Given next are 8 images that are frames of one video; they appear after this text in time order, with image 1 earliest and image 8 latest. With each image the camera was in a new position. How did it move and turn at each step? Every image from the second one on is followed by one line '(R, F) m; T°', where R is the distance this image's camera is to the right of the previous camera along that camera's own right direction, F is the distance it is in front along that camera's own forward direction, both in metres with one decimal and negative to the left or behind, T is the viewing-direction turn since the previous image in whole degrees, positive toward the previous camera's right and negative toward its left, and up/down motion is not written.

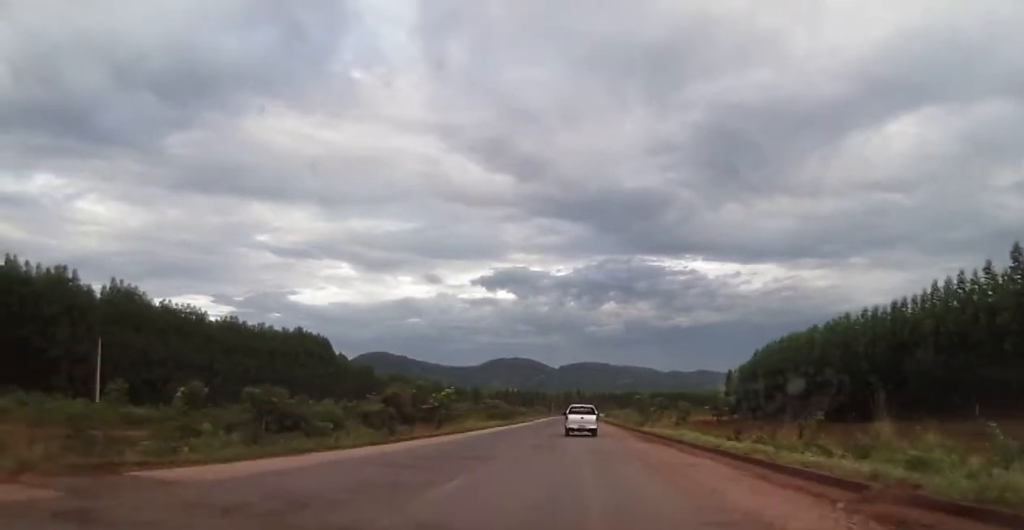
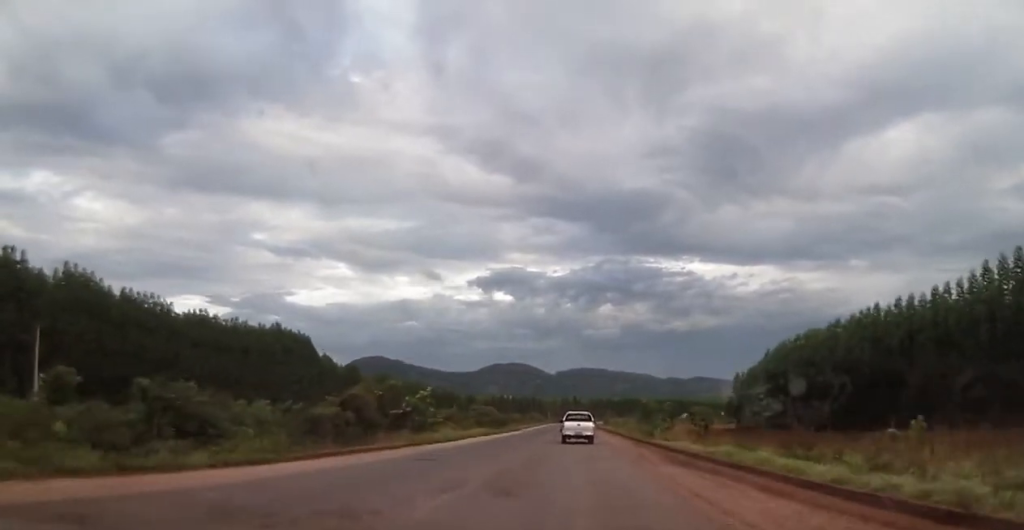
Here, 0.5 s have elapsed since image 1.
(+0.2, +10.9) m; 0°
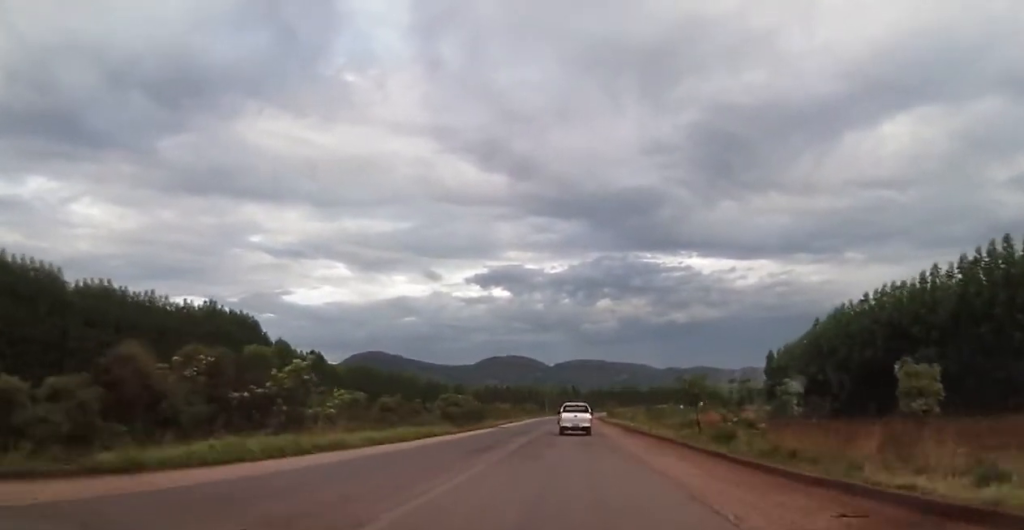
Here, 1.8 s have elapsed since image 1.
(-0.5, +29.2) m; 0°
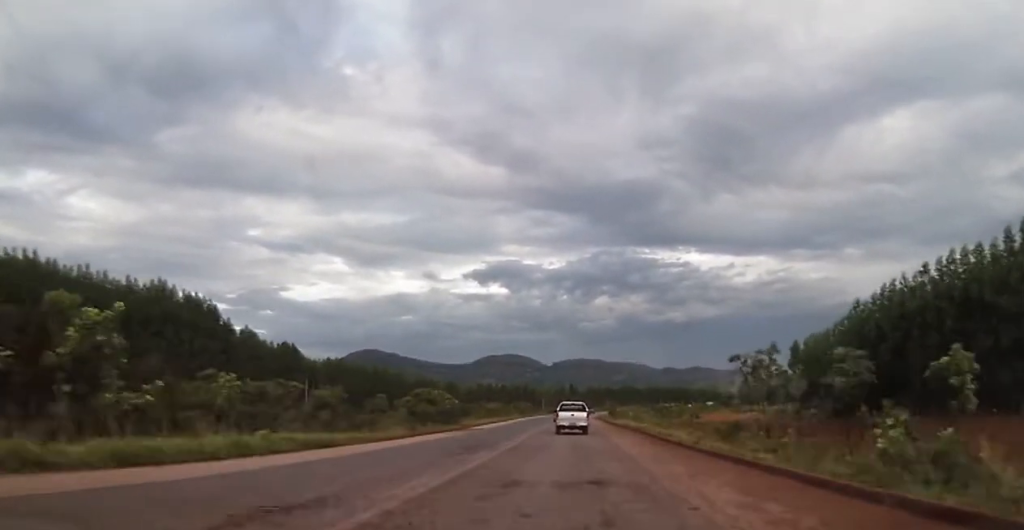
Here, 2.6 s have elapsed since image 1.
(+0.1, +16.9) m; +1°
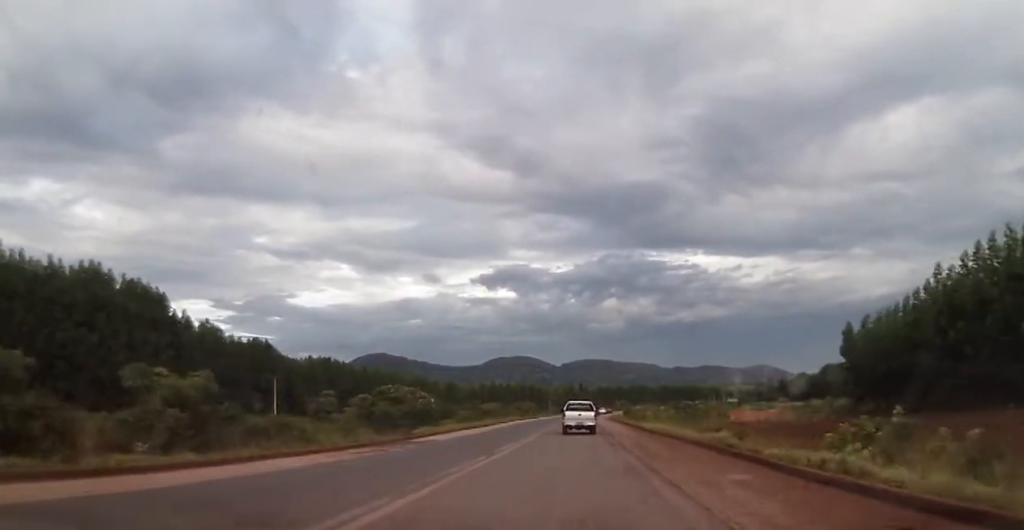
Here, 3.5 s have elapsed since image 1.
(+0.2, +20.6) m; 0°
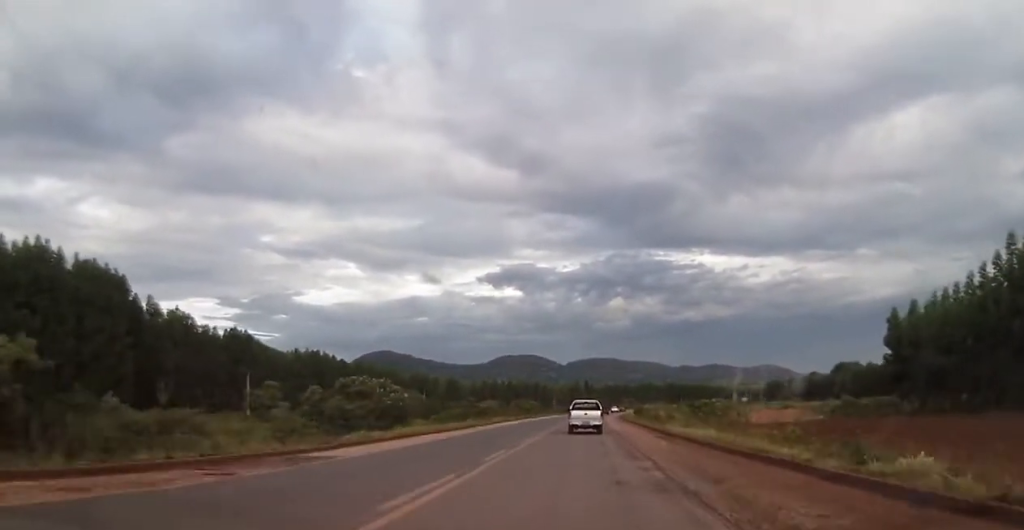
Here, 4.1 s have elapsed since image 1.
(-0.1, +13.2) m; 0°
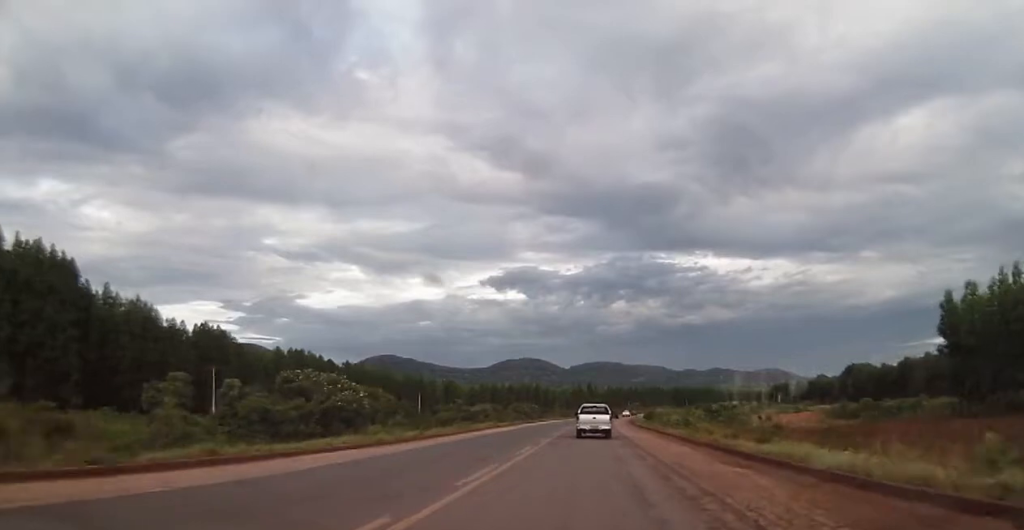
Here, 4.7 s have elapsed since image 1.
(-0.1, +13.2) m; 0°
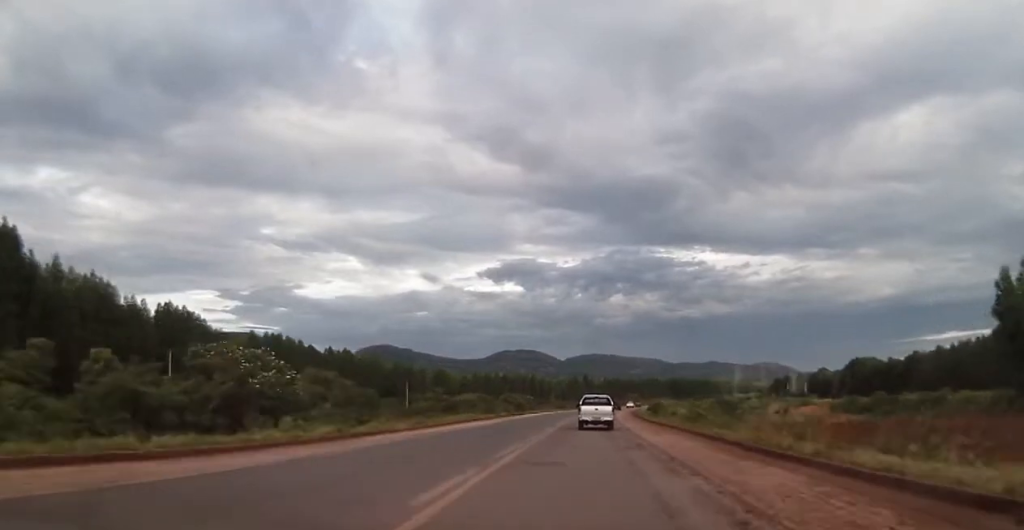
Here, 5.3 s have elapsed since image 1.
(+0.1, +11.6) m; 0°
